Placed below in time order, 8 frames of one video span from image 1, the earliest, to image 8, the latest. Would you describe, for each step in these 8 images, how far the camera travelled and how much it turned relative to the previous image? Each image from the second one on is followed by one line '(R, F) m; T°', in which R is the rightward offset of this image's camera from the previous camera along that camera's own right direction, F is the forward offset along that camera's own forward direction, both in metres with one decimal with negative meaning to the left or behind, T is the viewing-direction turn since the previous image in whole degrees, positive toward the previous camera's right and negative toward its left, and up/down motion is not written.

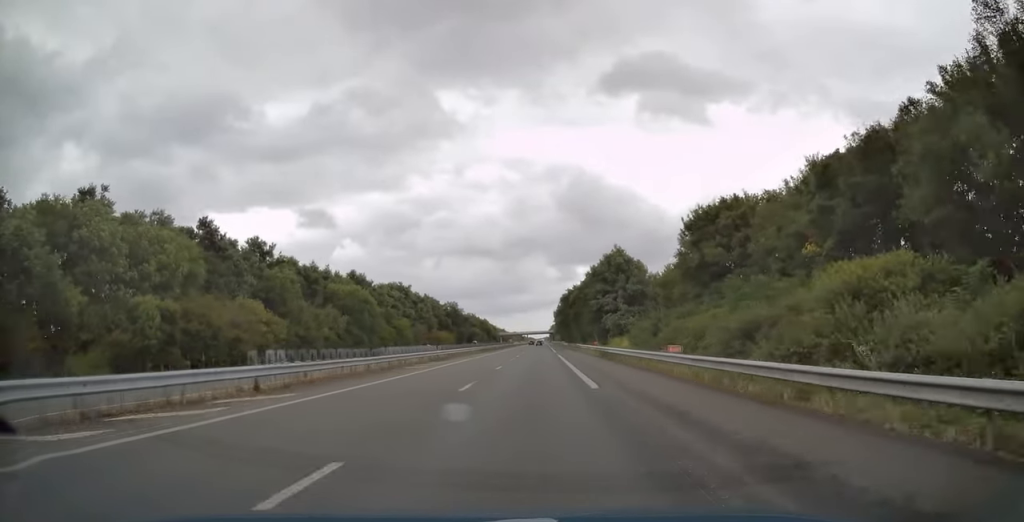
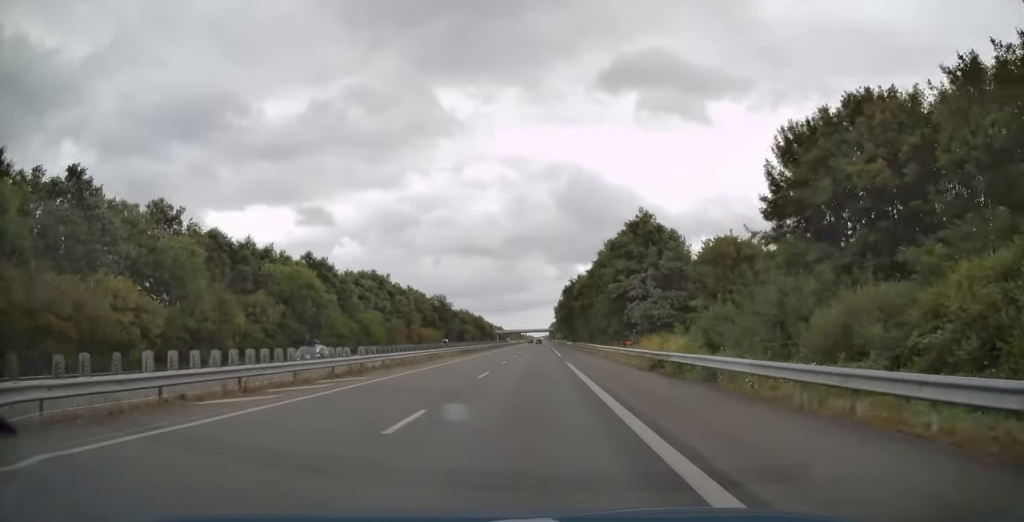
(+0.3, +20.9) m; +1°
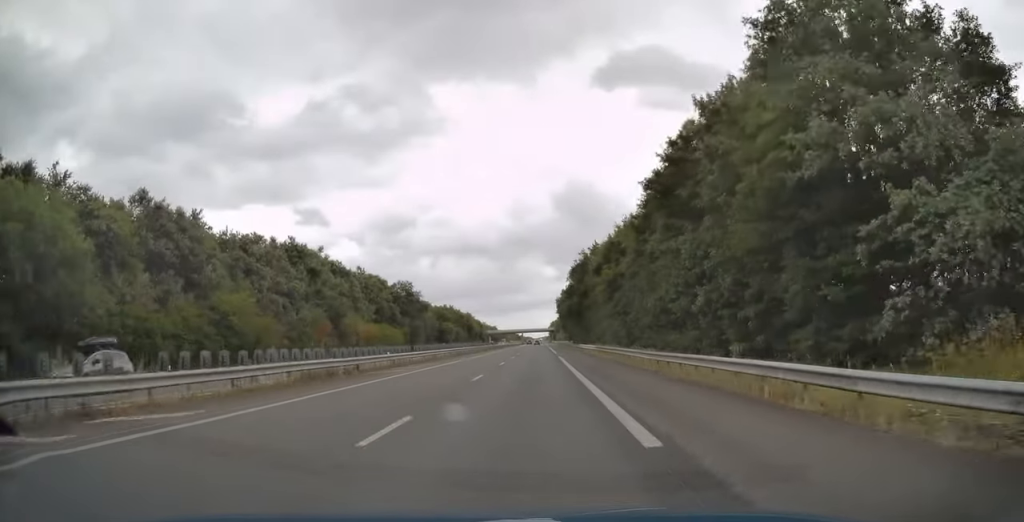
(+0.2, +40.2) m; 0°
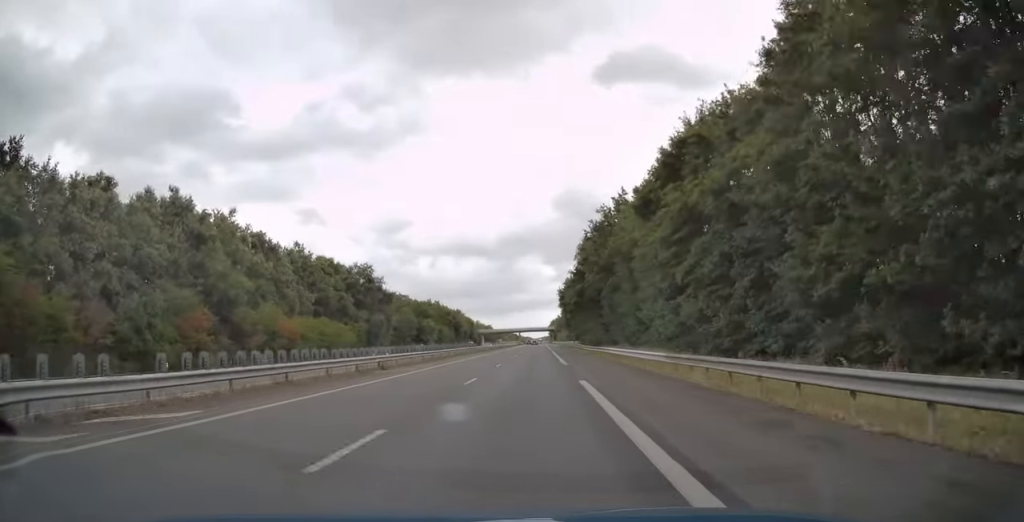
(-0.2, +27.9) m; 0°
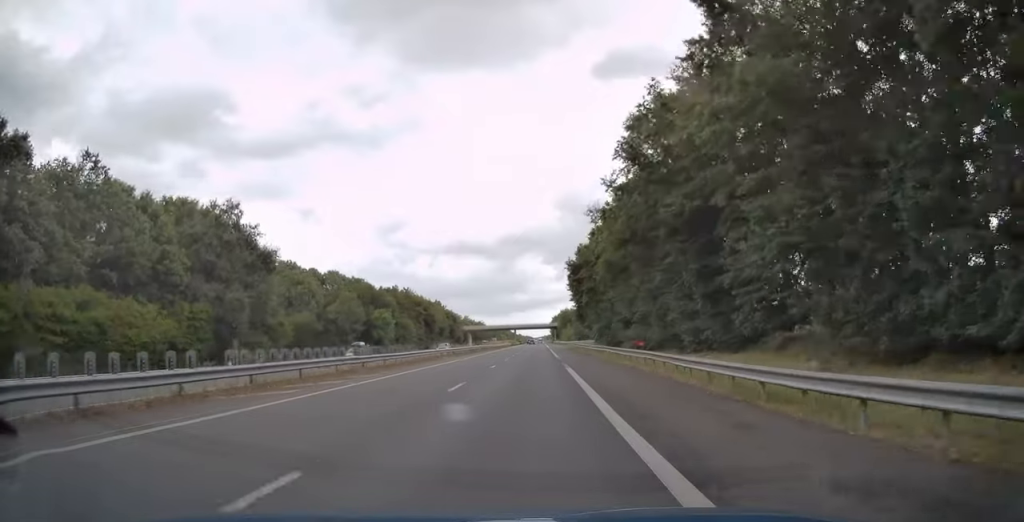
(-0.1, +42.3) m; 0°
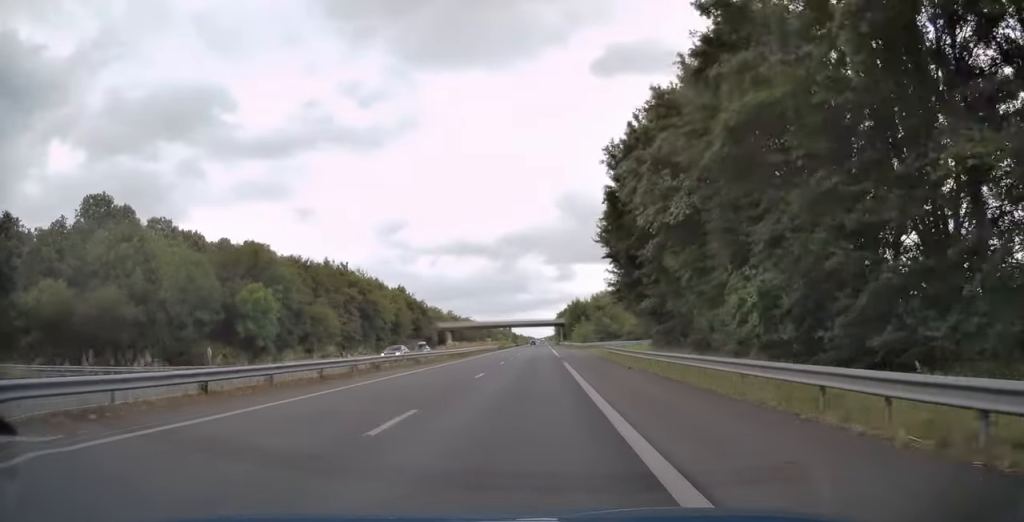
(+0.1, +46.6) m; 0°
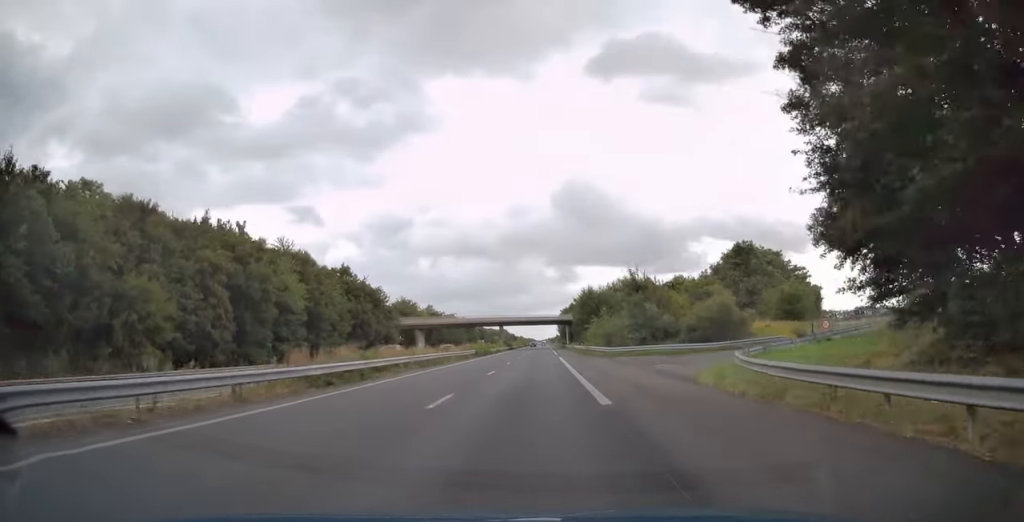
(-0.1, +35.3) m; 0°
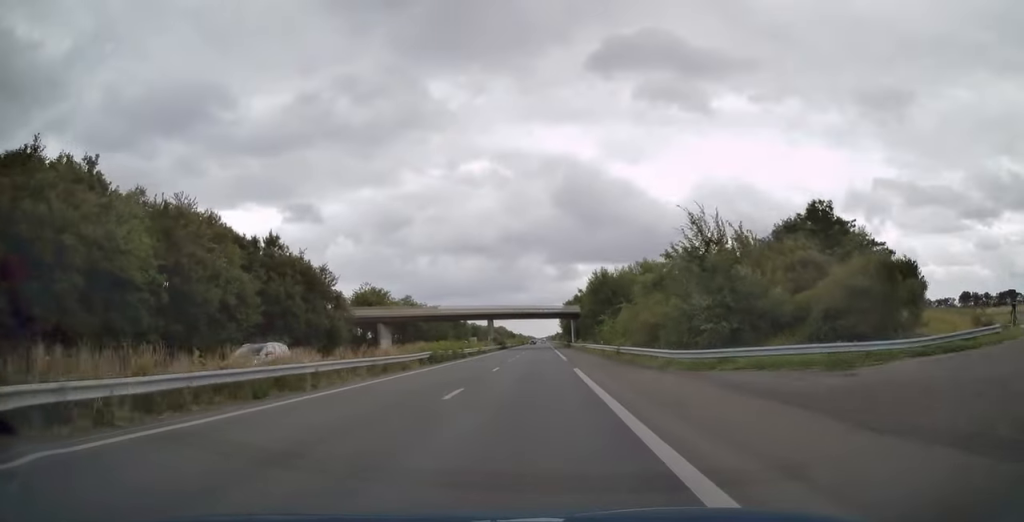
(-0.1, +24.6) m; 0°
